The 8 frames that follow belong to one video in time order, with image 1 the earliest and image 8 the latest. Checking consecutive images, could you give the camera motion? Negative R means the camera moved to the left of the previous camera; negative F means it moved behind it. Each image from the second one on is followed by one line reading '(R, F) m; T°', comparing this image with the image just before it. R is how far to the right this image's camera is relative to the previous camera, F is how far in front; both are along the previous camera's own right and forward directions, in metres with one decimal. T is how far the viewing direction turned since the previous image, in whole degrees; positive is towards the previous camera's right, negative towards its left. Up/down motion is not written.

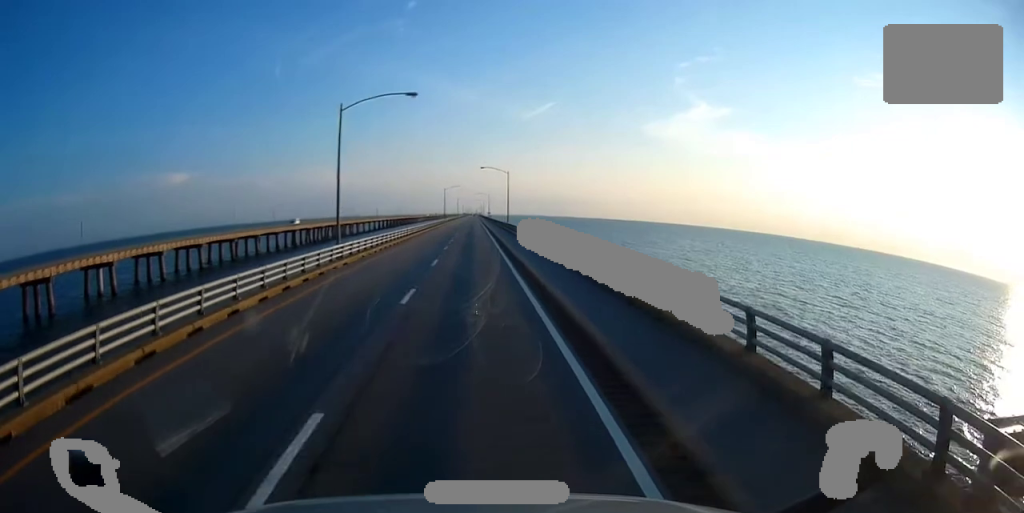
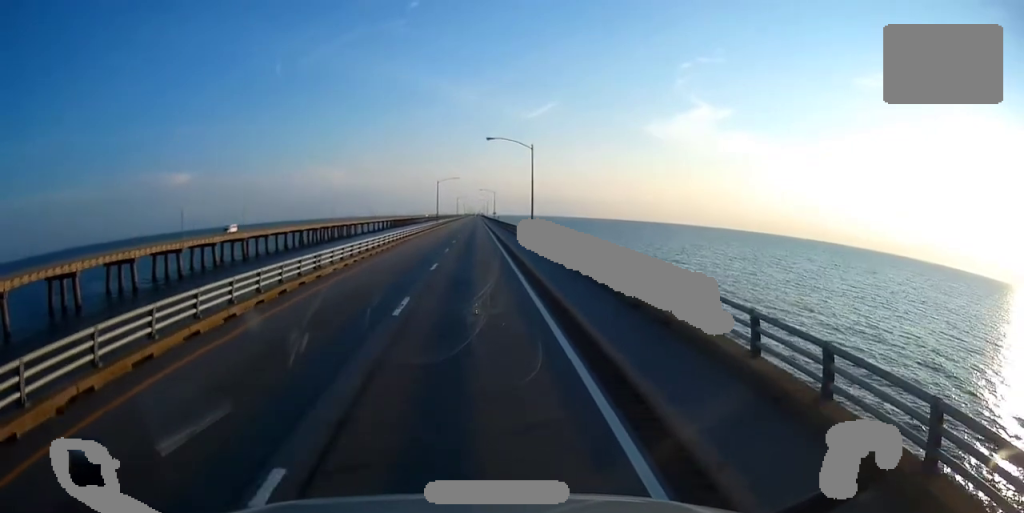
(+0.2, +37.2) m; 0°
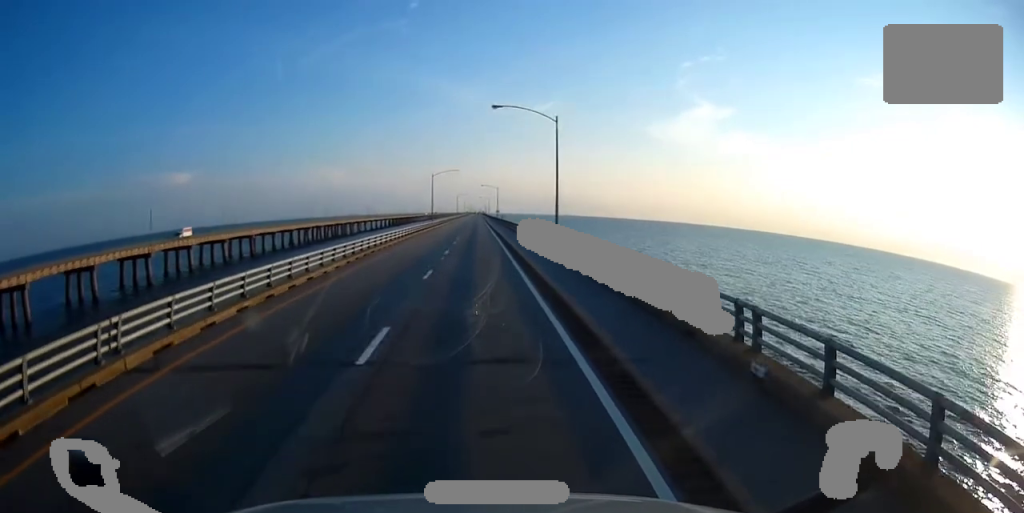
(-0.5, +16.9) m; 0°
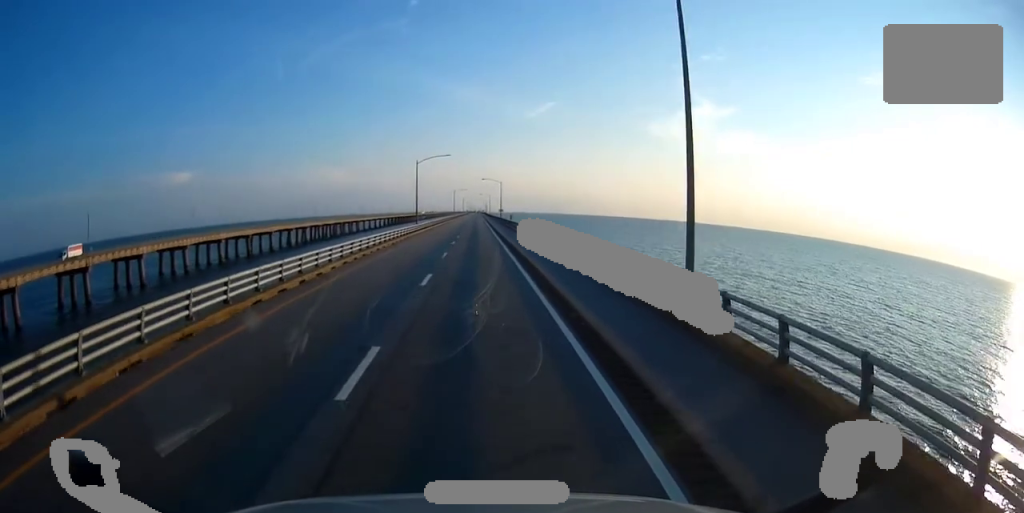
(+0.6, +25.4) m; 0°
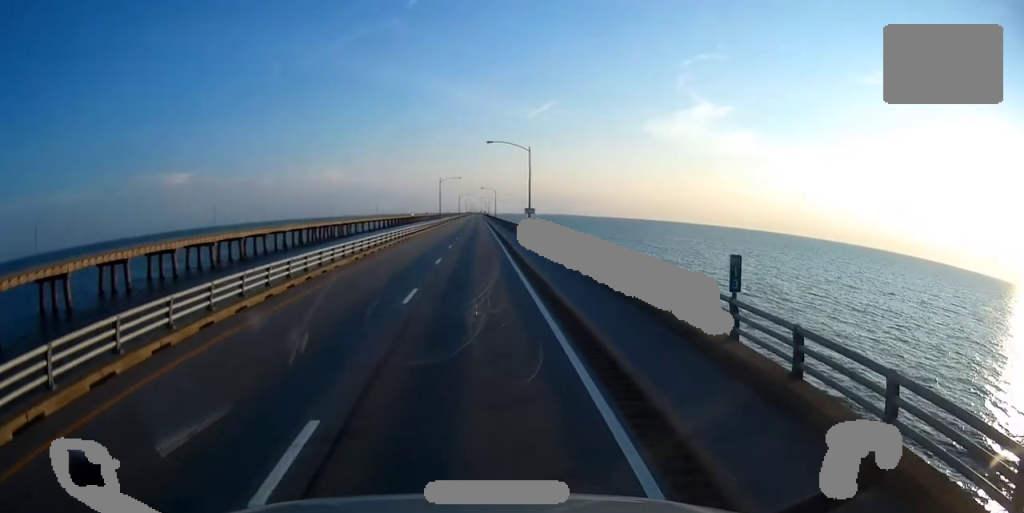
(-0.9, +75.7) m; -1°
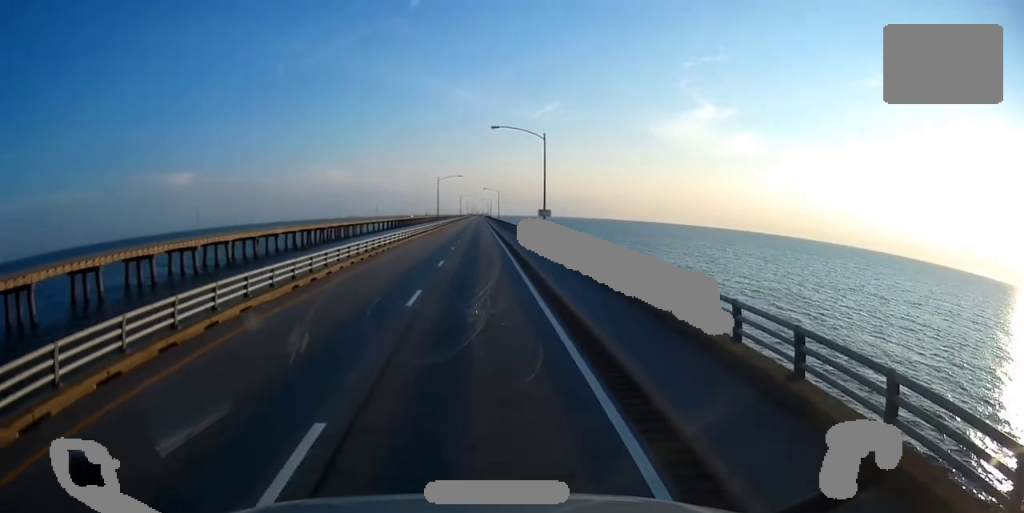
(0.0, +11.8) m; 0°
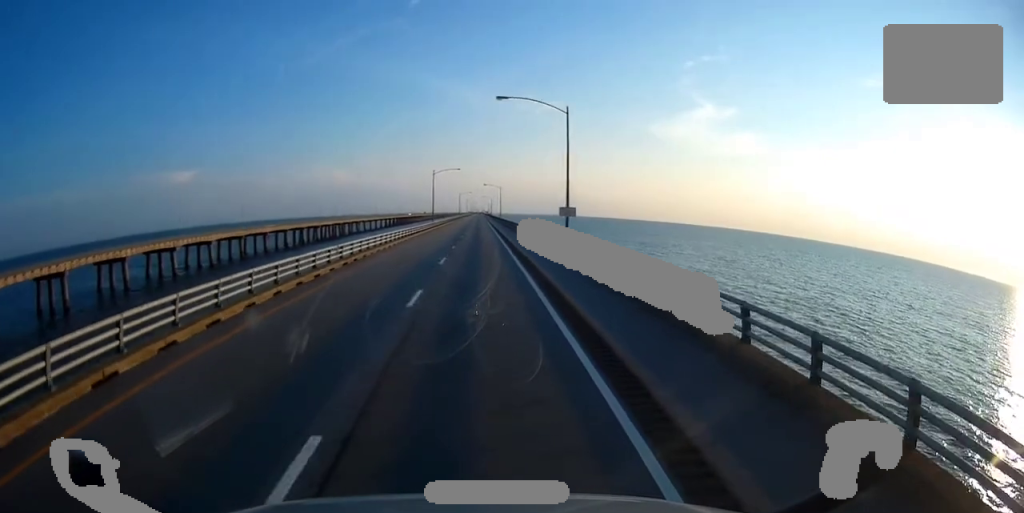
(-0.2, +12.8) m; 0°
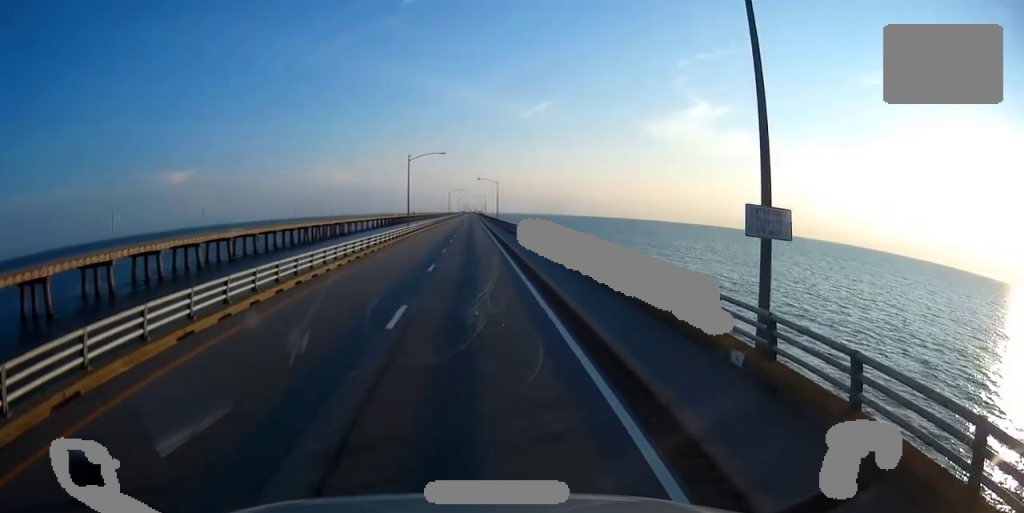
(+0.3, +26.7) m; +1°
